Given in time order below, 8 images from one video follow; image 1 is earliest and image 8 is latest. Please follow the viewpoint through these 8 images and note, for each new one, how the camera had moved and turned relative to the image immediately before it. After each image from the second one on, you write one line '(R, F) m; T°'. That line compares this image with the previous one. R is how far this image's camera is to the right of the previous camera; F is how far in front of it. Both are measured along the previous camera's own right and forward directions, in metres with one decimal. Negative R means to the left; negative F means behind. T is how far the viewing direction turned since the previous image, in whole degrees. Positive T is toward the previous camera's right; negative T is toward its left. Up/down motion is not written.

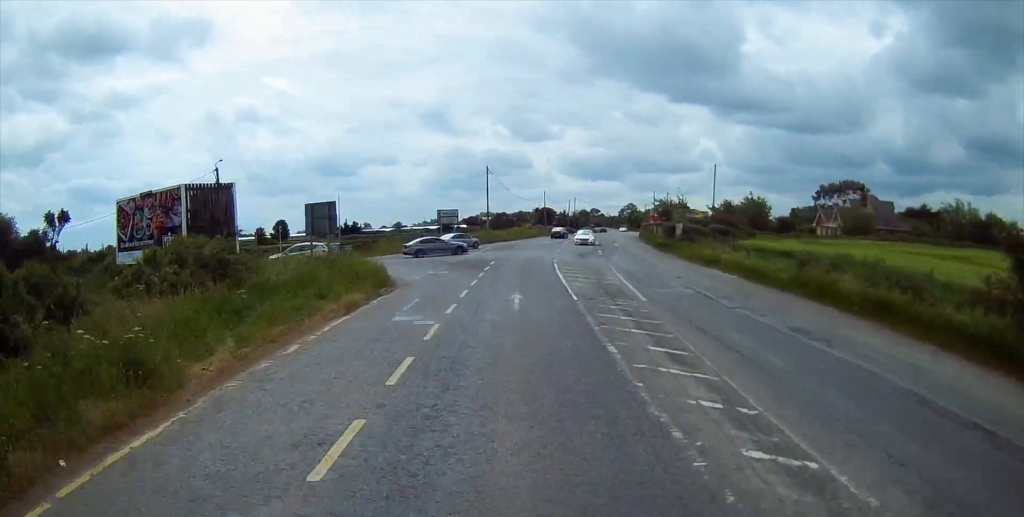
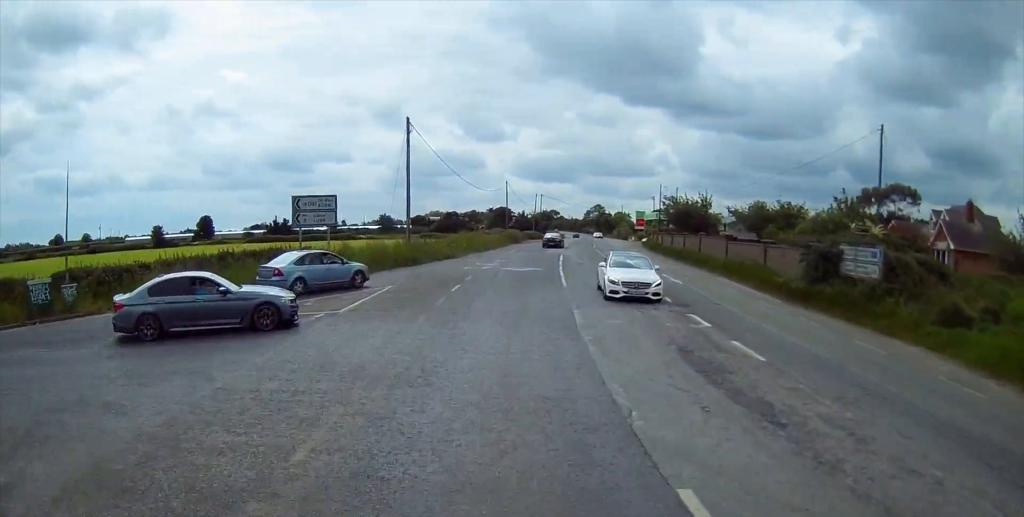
(+0.8, +34.9) m; +3°
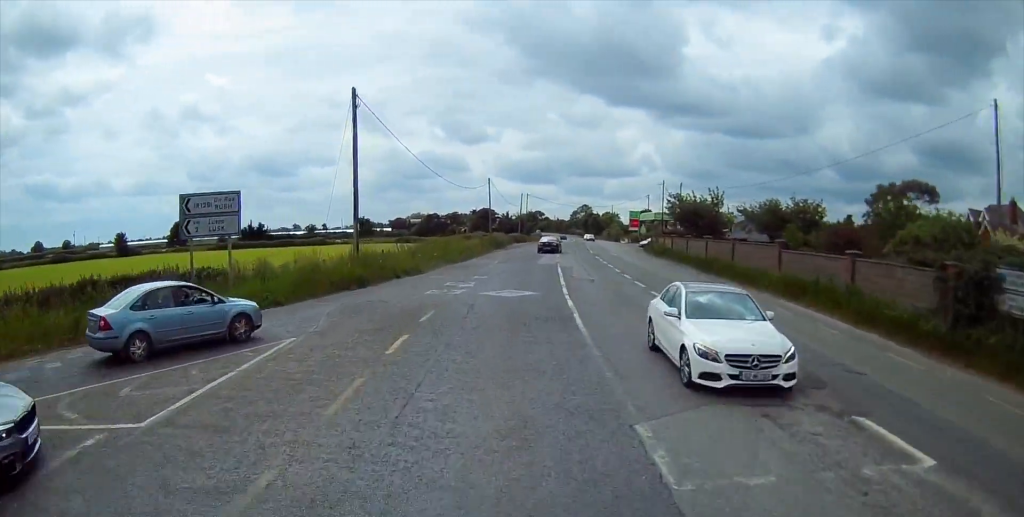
(+0.1, +10.1) m; +1°
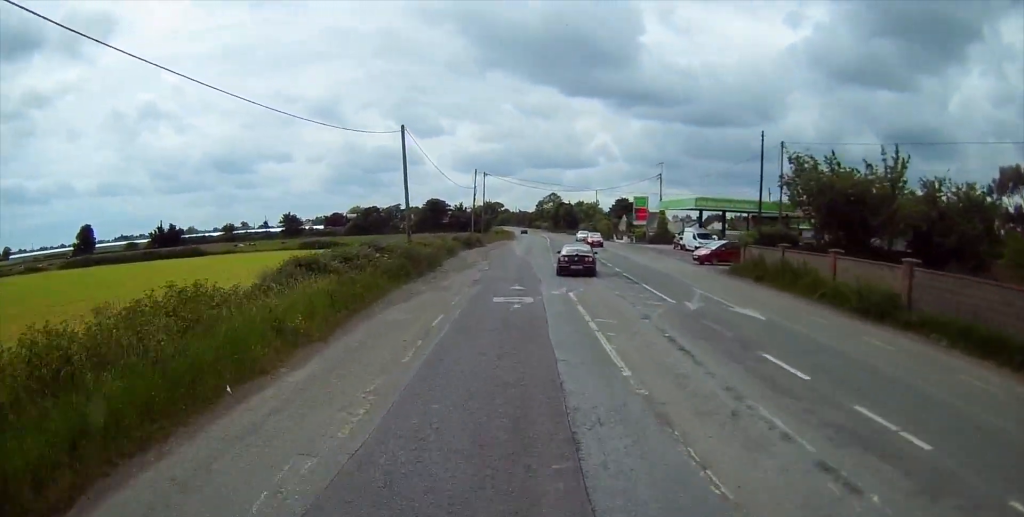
(+1.7, +40.0) m; +5°
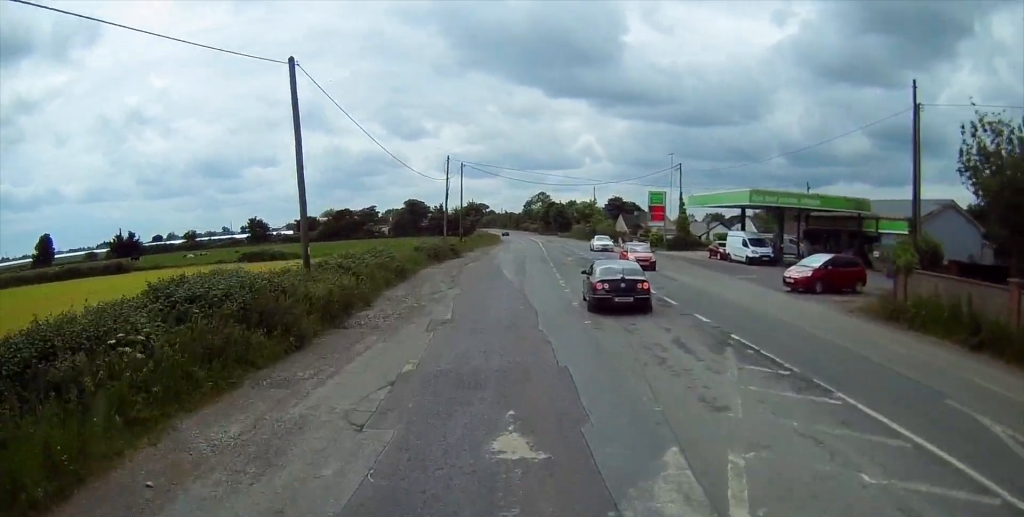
(+0.3, +17.3) m; +2°
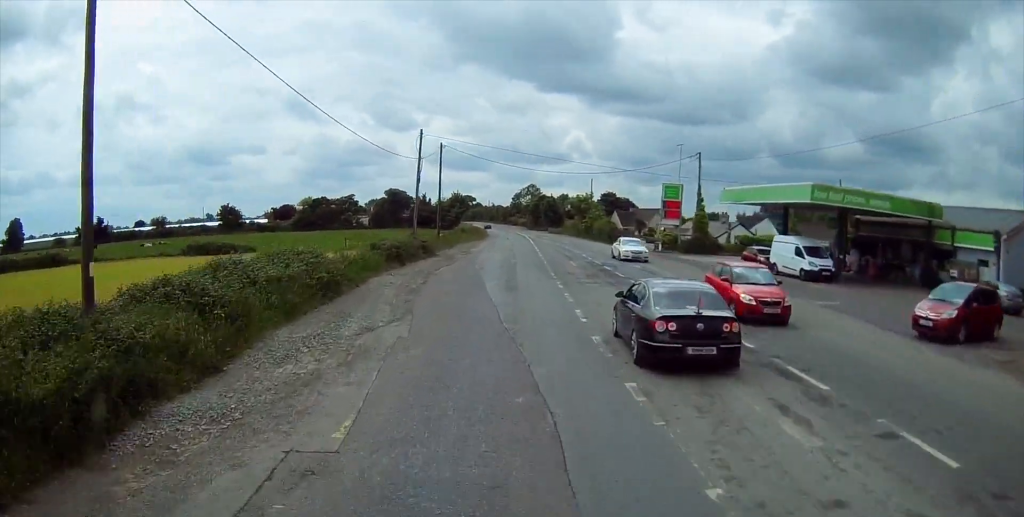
(-0.1, +11.1) m; +1°
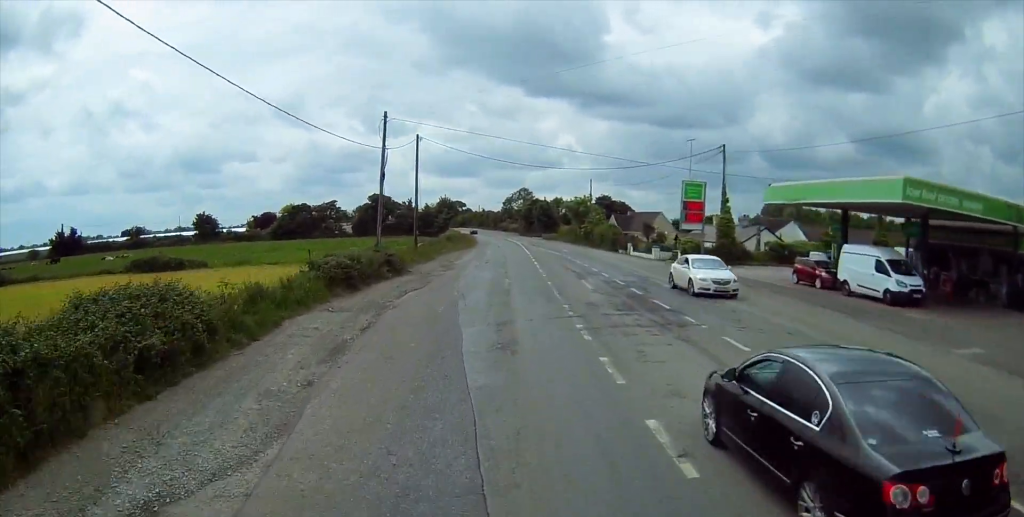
(+0.1, +9.7) m; +1°
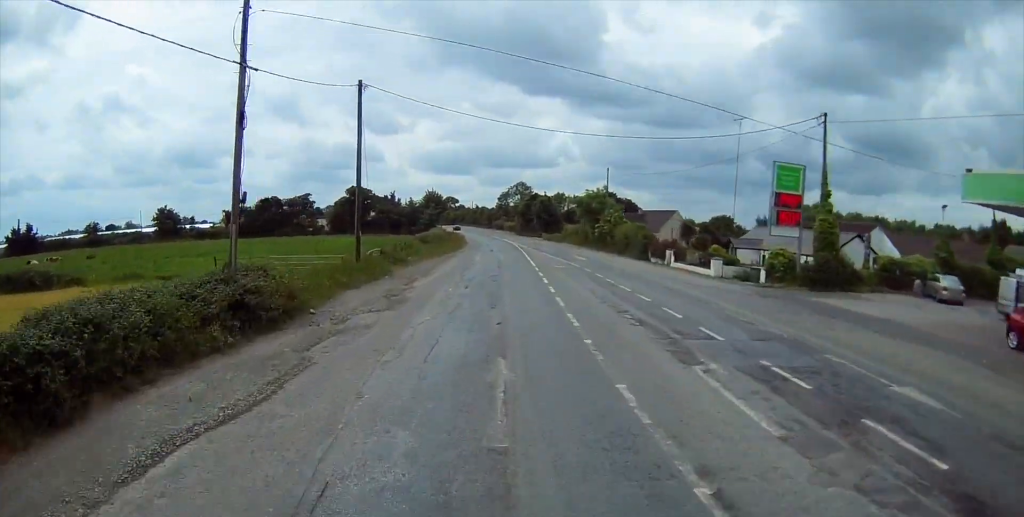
(+0.5, +17.9) m; +2°
